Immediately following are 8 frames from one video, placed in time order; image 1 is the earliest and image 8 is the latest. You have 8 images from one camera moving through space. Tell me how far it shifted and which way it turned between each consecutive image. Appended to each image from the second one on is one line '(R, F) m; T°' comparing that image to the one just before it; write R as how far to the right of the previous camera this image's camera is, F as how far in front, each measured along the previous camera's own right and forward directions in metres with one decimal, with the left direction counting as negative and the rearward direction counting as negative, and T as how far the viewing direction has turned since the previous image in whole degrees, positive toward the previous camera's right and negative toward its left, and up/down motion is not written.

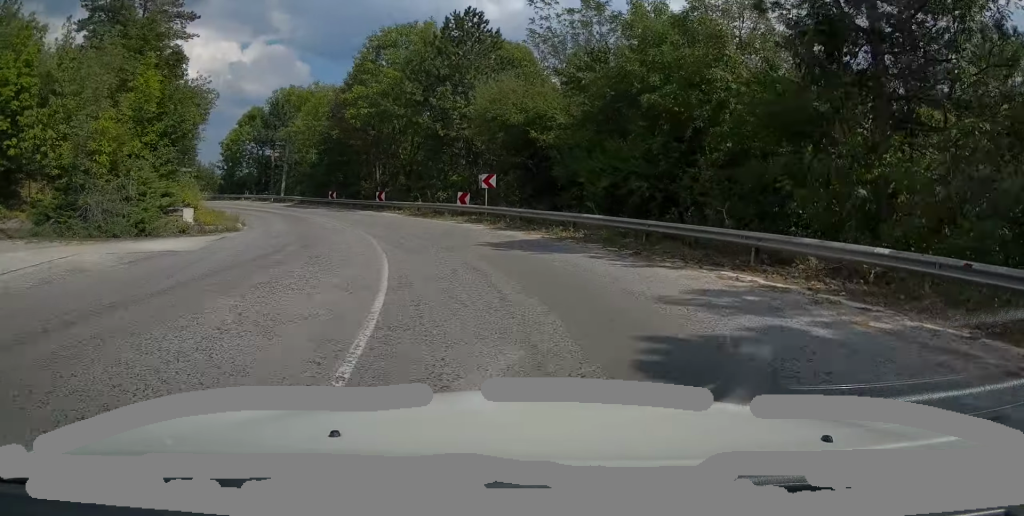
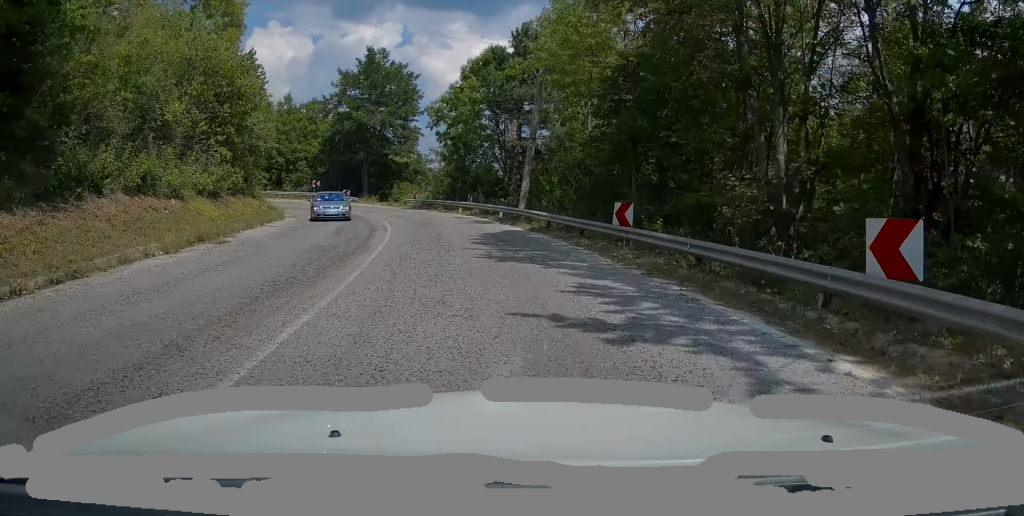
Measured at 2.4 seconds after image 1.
(-11.4, +30.1) m; -34°
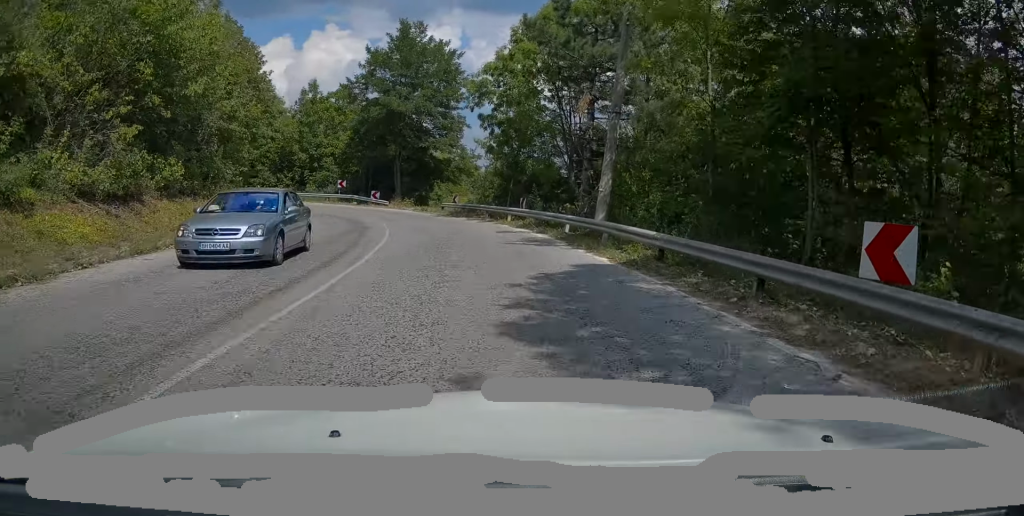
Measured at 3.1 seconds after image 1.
(-0.6, +10.0) m; -5°
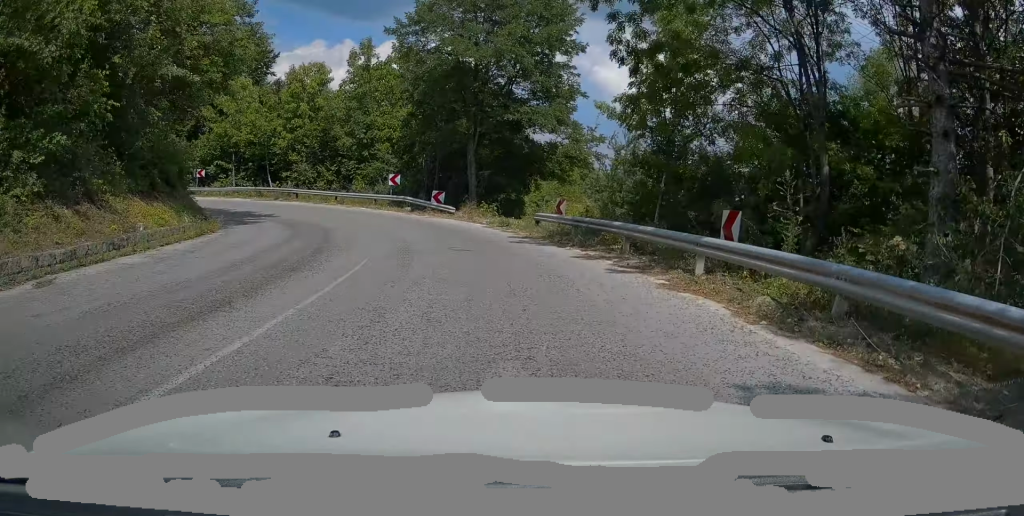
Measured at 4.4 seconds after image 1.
(-0.8, +16.5) m; -10°
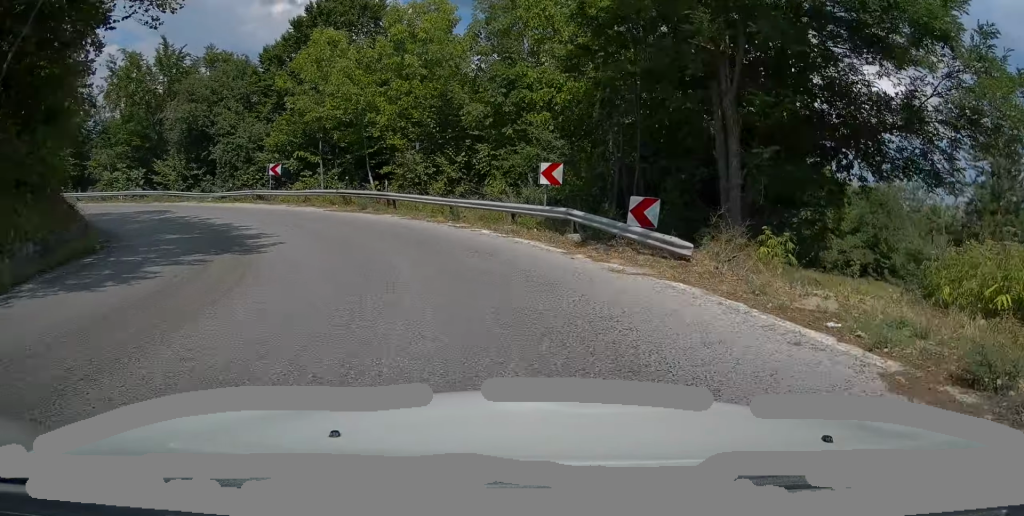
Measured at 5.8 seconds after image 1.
(-2.7, +16.5) m; -23°
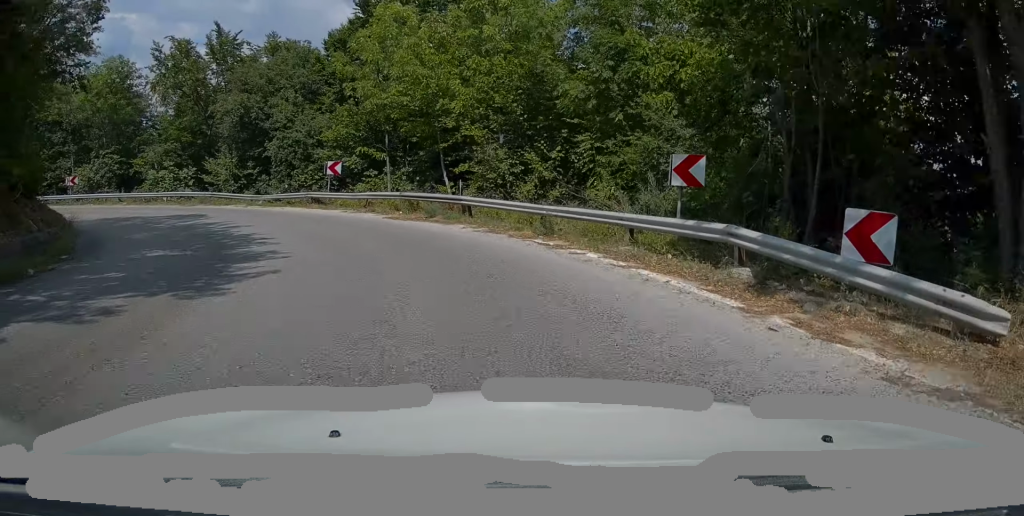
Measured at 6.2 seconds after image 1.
(-0.5, +5.1) m; -9°
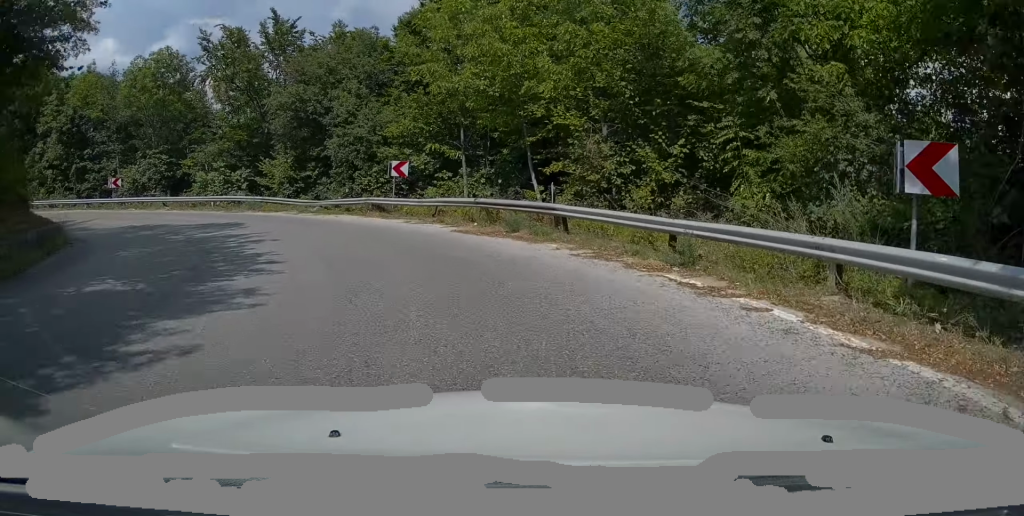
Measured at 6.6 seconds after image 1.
(-0.3, +4.7) m; -8°
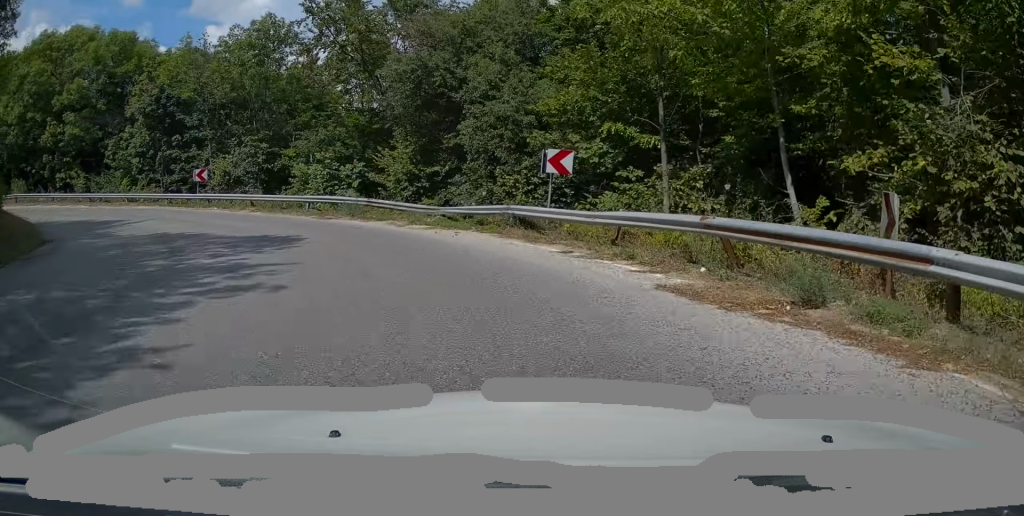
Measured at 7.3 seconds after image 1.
(-1.1, +8.0) m; -17°
